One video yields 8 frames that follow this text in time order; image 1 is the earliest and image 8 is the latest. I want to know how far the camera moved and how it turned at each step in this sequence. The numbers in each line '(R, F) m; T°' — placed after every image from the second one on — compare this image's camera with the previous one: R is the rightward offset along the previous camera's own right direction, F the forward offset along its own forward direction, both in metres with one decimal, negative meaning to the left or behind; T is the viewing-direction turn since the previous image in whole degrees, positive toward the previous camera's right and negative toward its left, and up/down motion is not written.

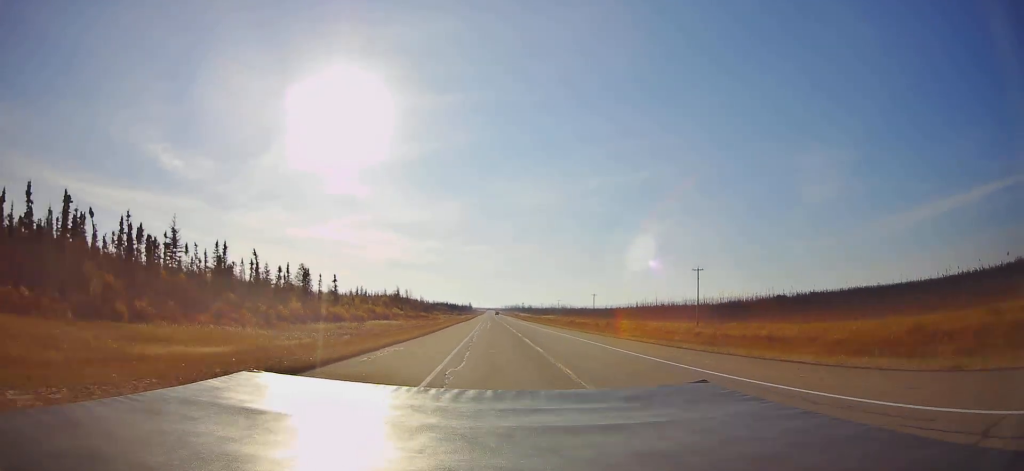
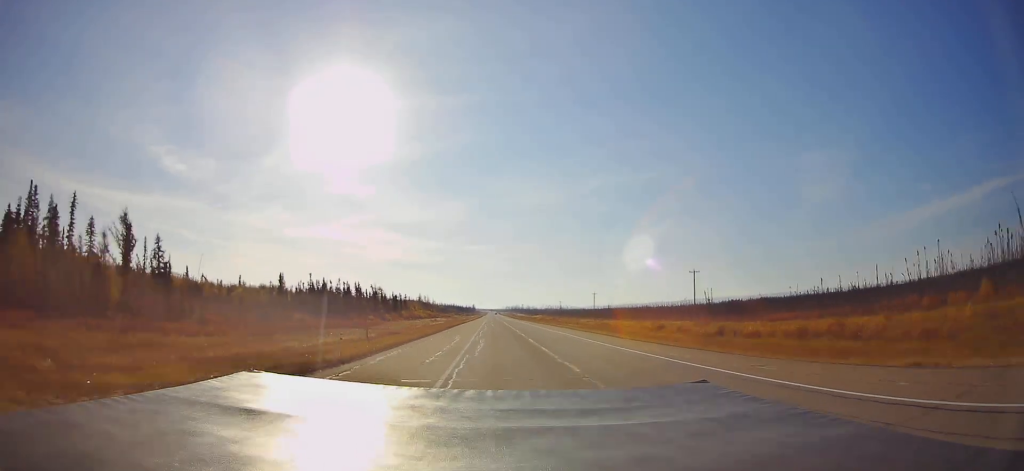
(-0.2, +101.8) m; 0°
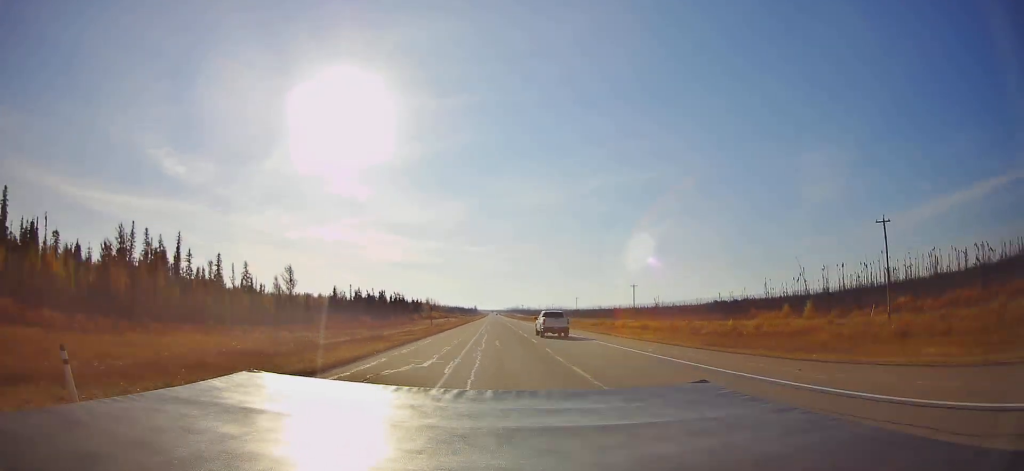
(0.0, +45.4) m; 0°
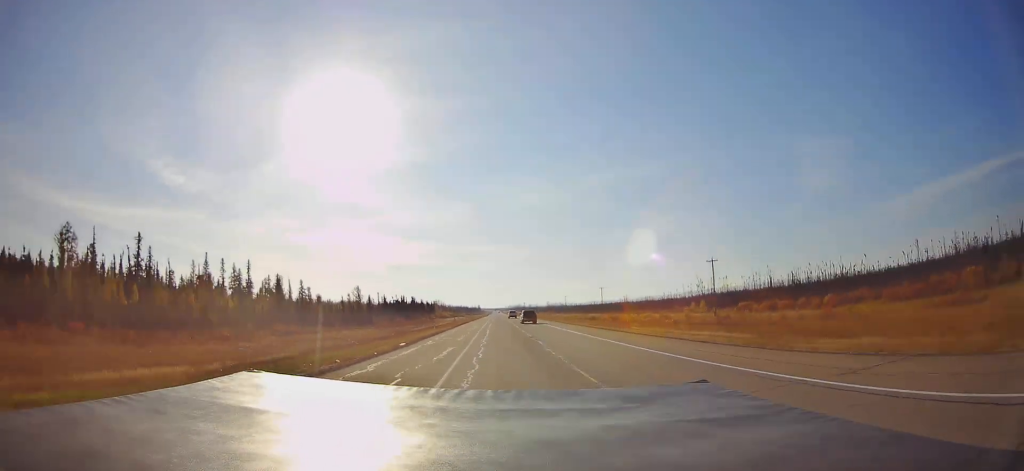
(+0.5, +45.4) m; -1°
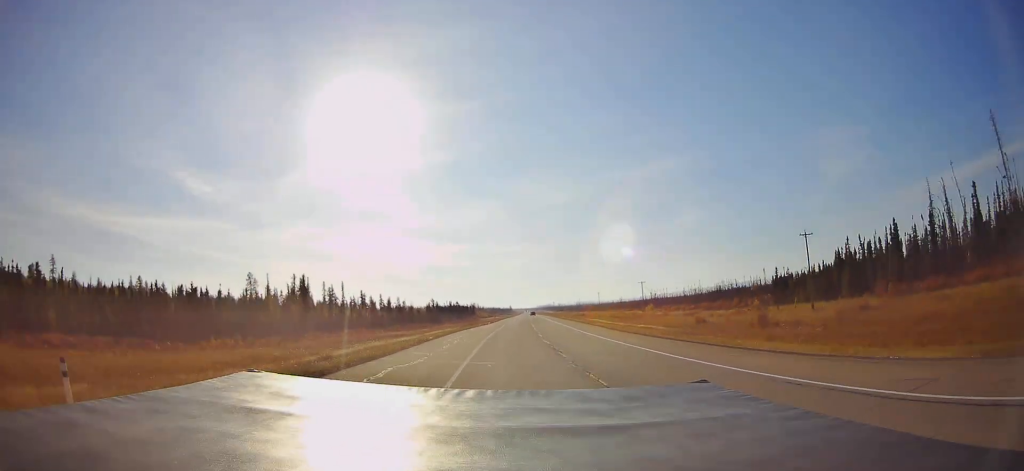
(-1.6, +74.2) m; -4°
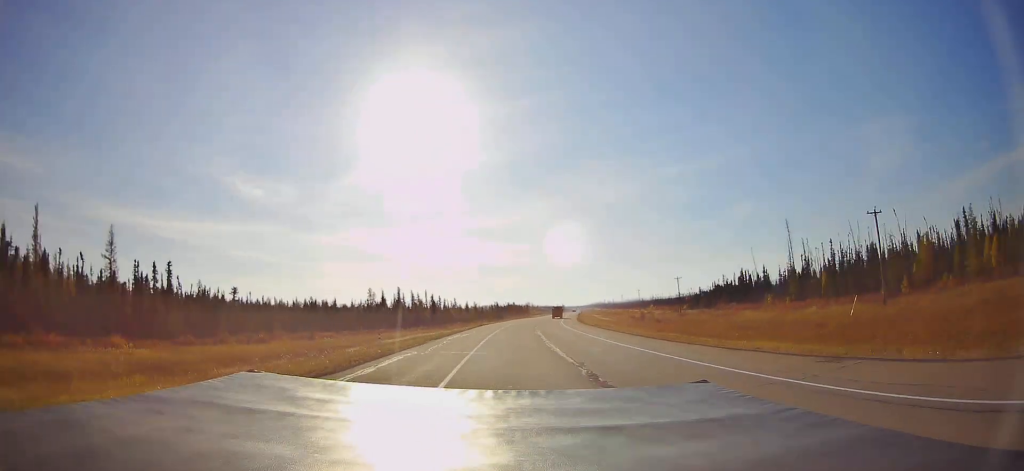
(-4.2, +79.3) m; -6°
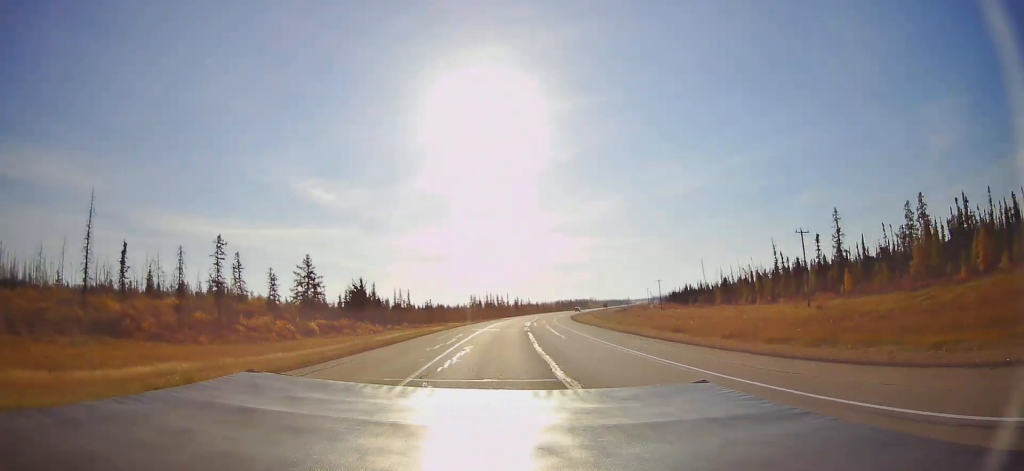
(-8.7, +121.0) m; -8°
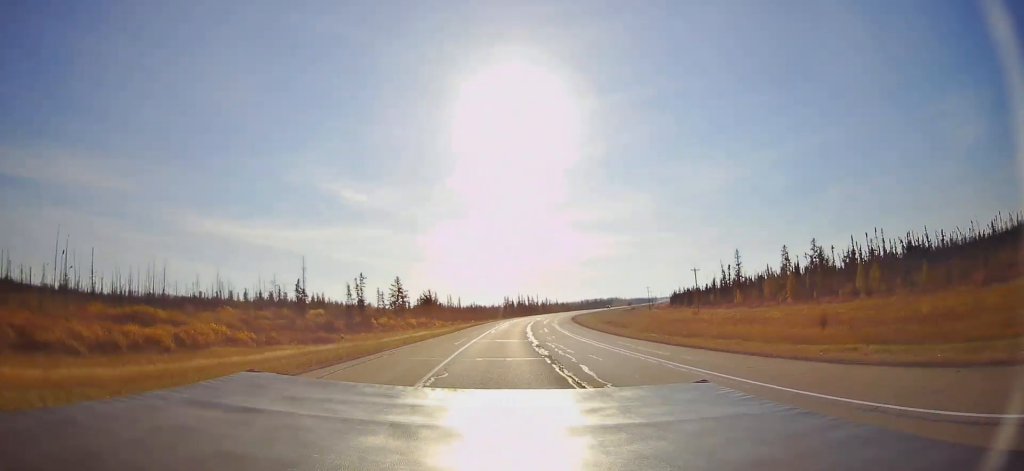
(-1.0, +52.6) m; -3°
